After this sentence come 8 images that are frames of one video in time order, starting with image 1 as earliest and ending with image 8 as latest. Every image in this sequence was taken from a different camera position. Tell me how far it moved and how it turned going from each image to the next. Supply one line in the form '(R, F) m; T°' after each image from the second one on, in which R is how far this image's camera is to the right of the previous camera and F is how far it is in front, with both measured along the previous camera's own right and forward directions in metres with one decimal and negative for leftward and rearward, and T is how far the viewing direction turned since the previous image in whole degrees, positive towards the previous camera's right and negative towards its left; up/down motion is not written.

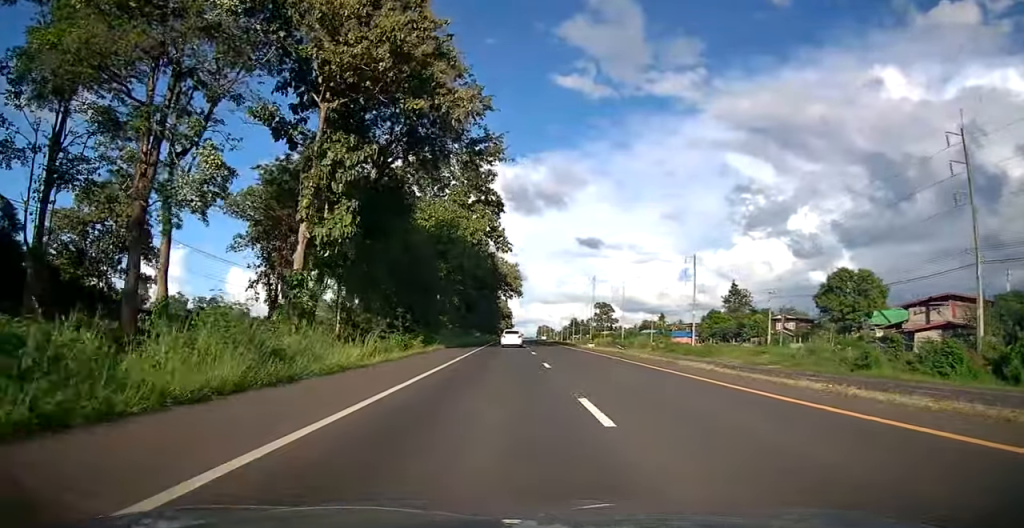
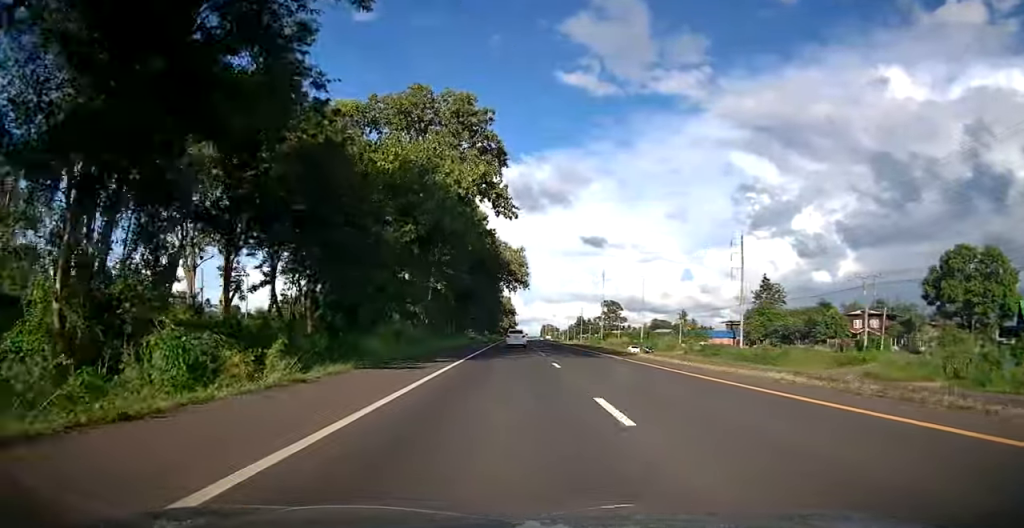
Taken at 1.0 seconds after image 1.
(+0.3, +24.0) m; 0°
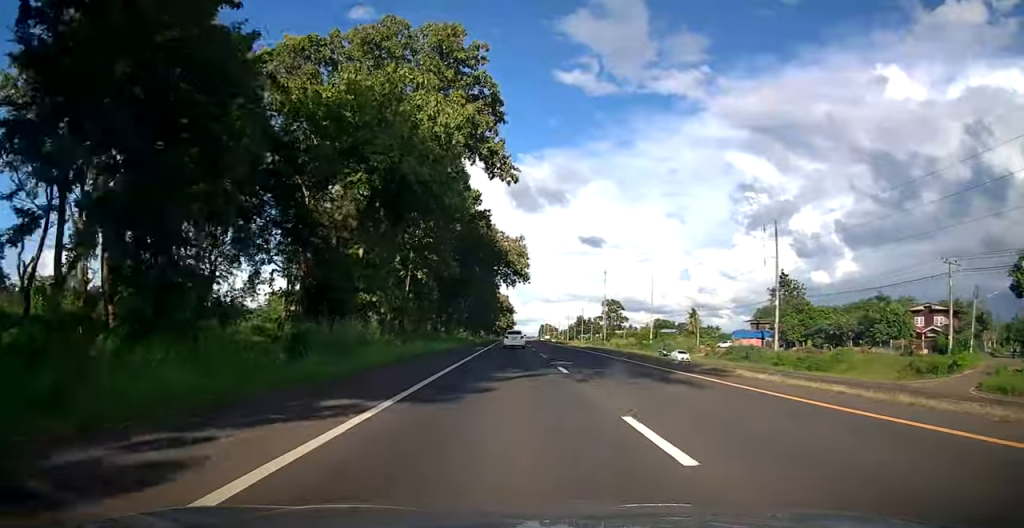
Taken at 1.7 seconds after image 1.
(0.0, +14.3) m; -1°
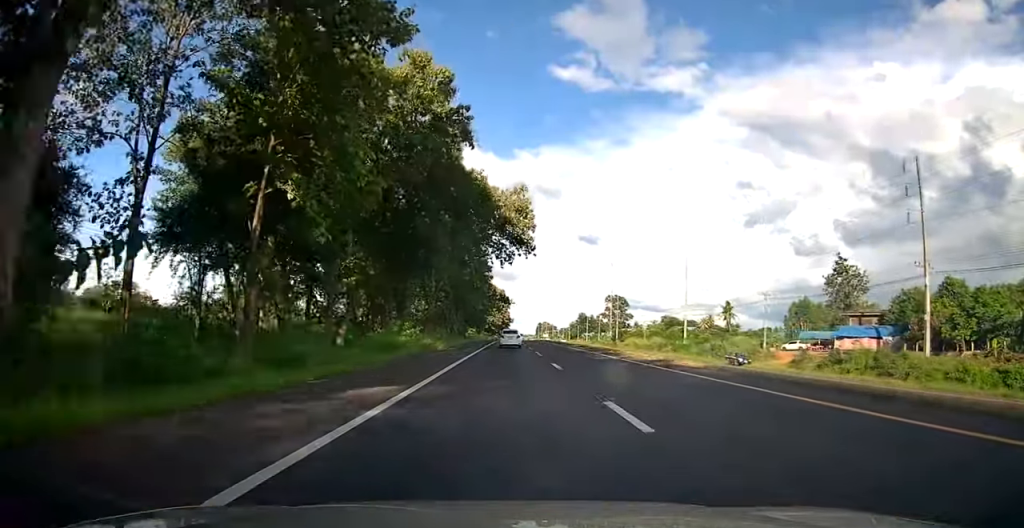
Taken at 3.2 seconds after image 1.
(-0.5, +34.4) m; 0°
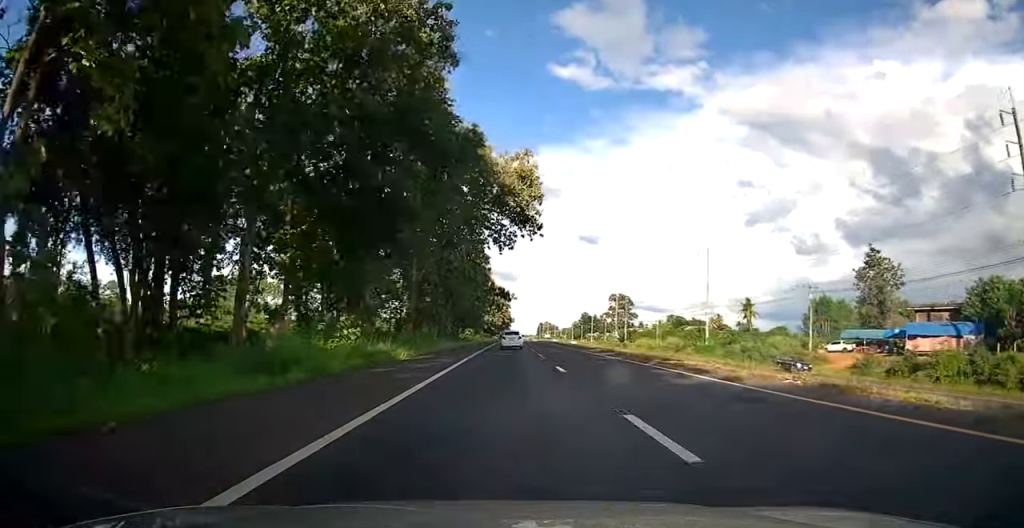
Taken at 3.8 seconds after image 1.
(0.0, +13.7) m; +1°
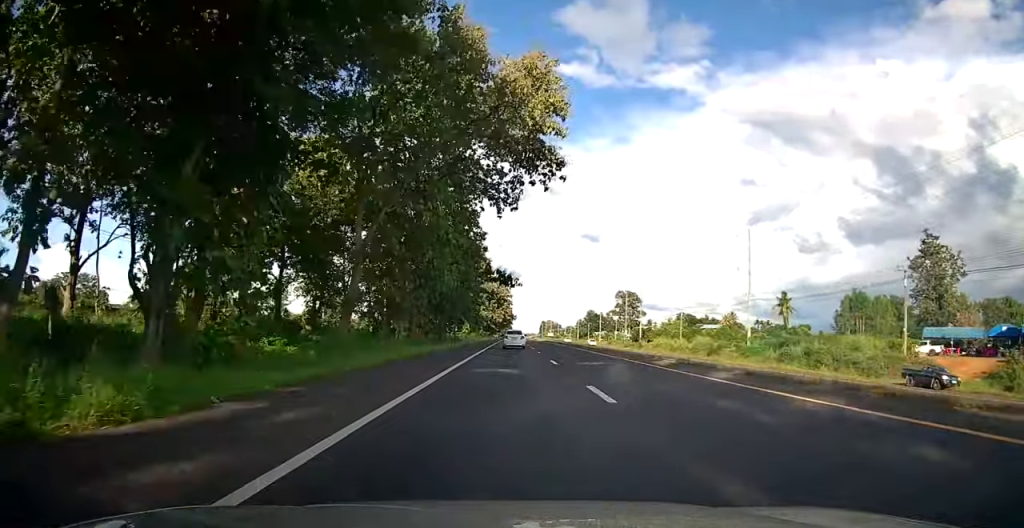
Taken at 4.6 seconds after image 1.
(+0.4, +19.4) m; 0°
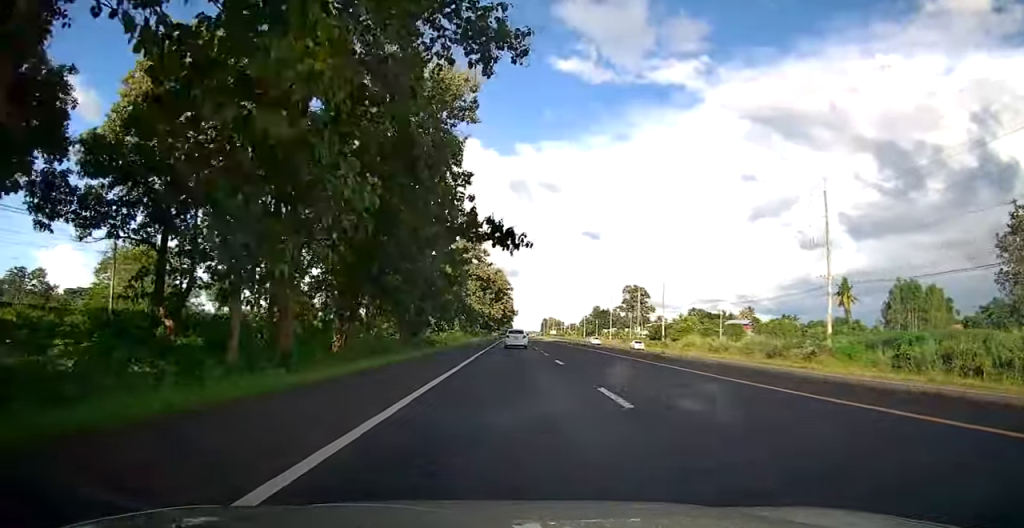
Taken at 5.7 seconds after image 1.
(-0.5, +24.6) m; -1°
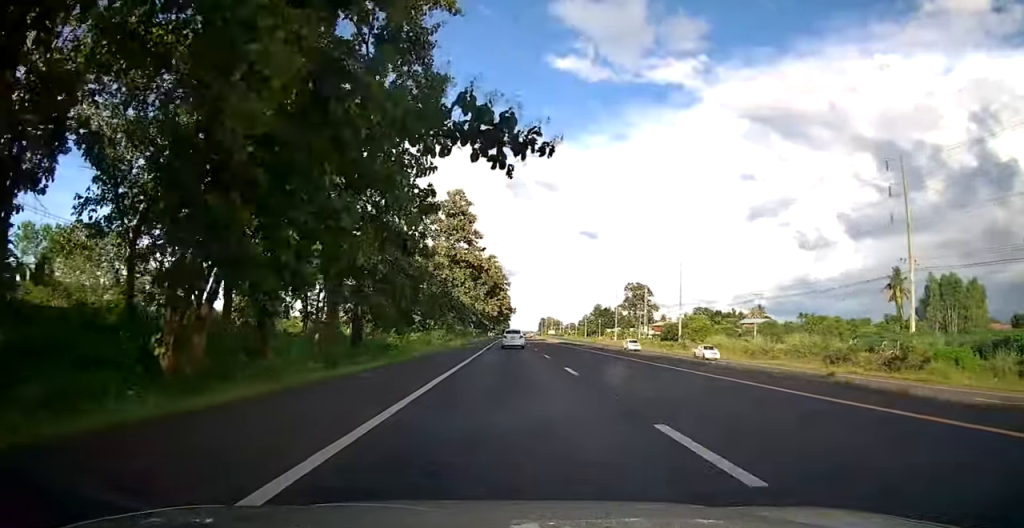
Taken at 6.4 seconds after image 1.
(-0.1, +16.6) m; +1°
